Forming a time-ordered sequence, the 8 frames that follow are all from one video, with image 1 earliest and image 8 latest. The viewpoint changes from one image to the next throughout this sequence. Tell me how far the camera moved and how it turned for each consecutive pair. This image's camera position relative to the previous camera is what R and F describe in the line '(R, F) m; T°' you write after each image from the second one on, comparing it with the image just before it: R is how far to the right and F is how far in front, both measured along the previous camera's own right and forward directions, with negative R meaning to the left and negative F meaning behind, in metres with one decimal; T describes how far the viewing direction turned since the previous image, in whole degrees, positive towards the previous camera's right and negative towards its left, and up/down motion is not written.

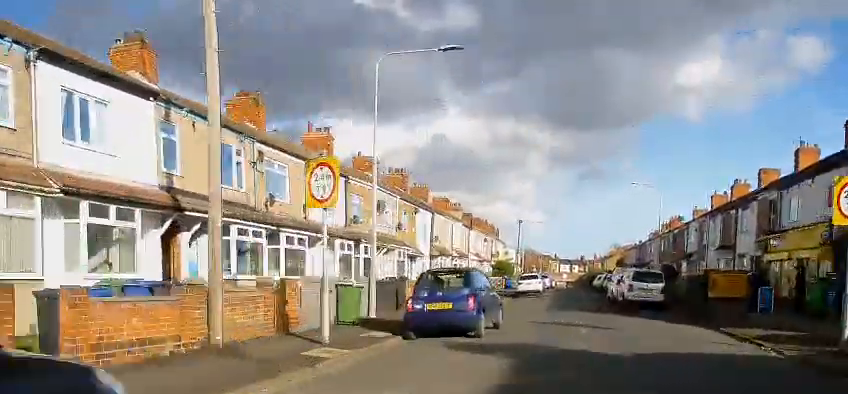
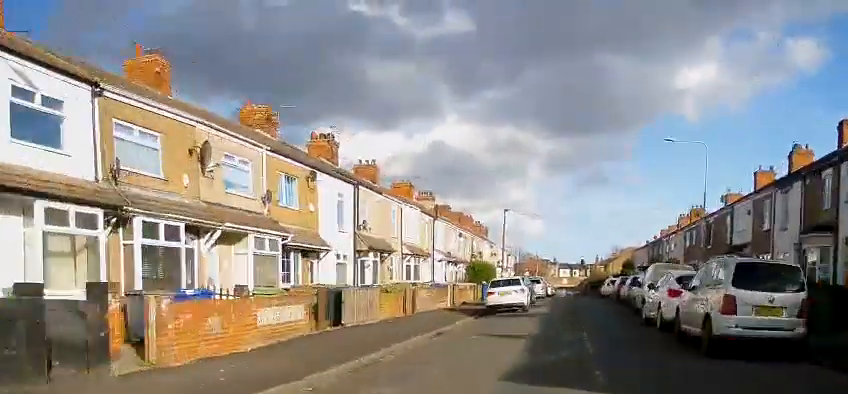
(0.0, +16.1) m; 0°
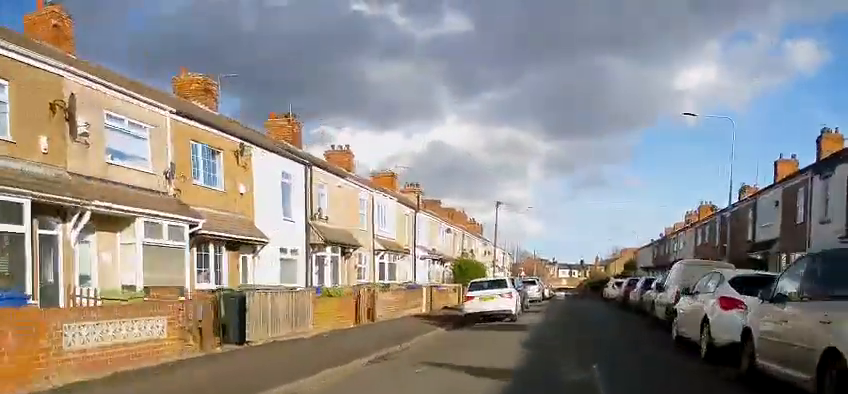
(0.0, +5.3) m; 0°
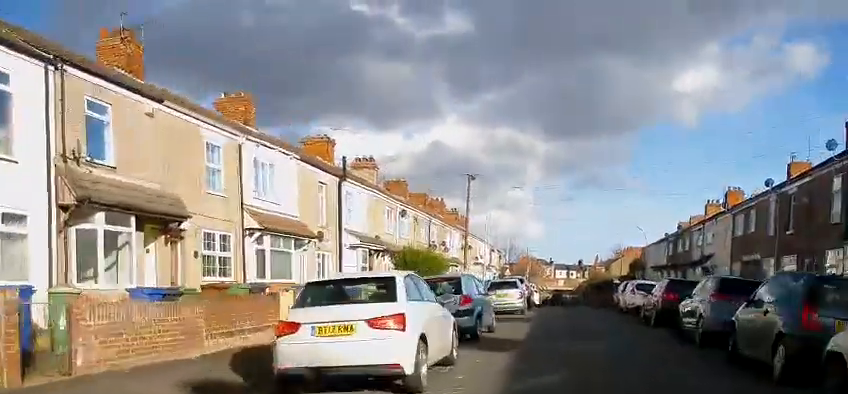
(0.0, +13.1) m; 0°
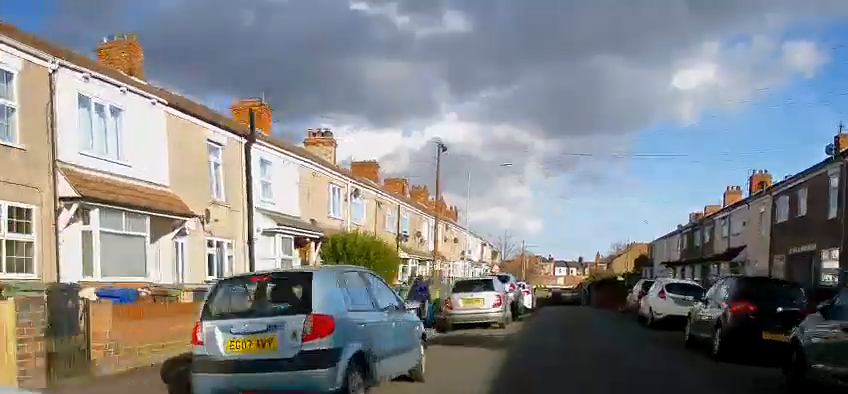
(0.0, +8.2) m; 0°
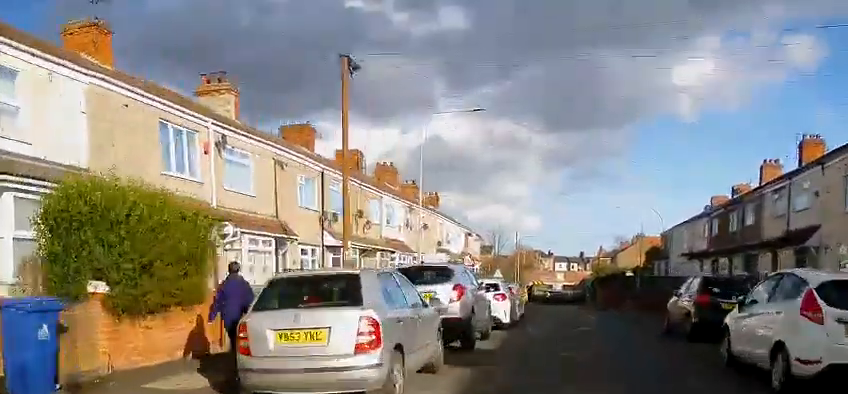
(0.0, +11.5) m; 0°
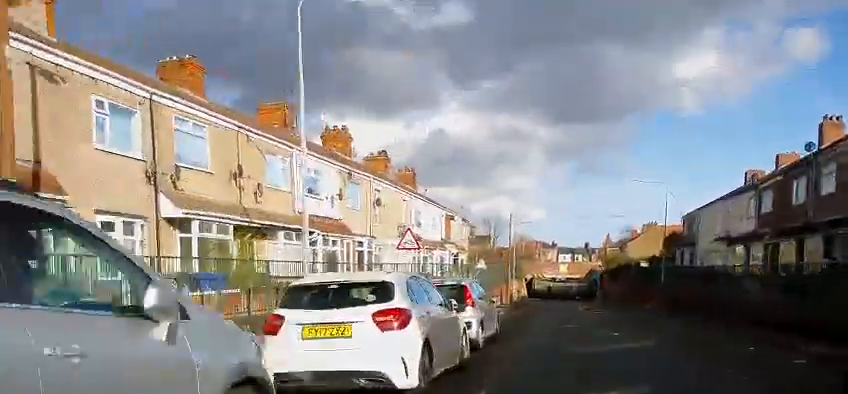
(0.0, +11.5) m; 0°
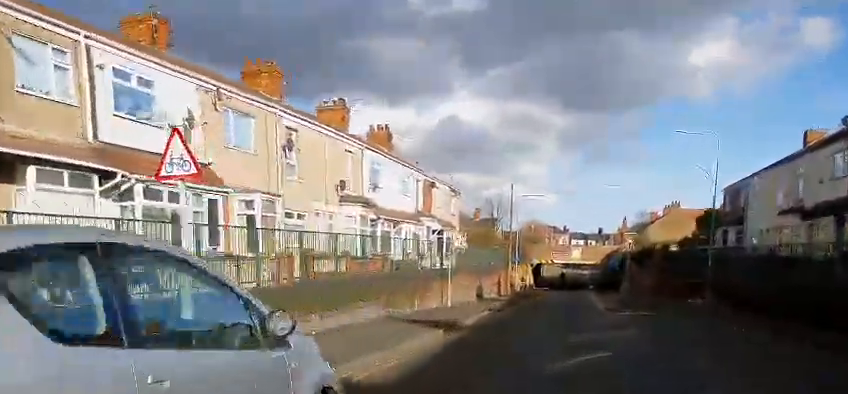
(0.0, +11.6) m; -1°
